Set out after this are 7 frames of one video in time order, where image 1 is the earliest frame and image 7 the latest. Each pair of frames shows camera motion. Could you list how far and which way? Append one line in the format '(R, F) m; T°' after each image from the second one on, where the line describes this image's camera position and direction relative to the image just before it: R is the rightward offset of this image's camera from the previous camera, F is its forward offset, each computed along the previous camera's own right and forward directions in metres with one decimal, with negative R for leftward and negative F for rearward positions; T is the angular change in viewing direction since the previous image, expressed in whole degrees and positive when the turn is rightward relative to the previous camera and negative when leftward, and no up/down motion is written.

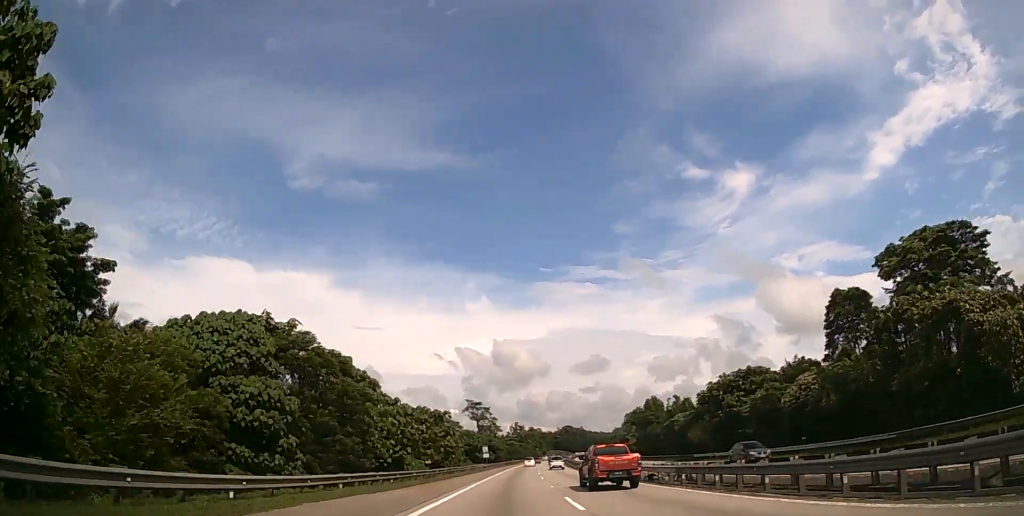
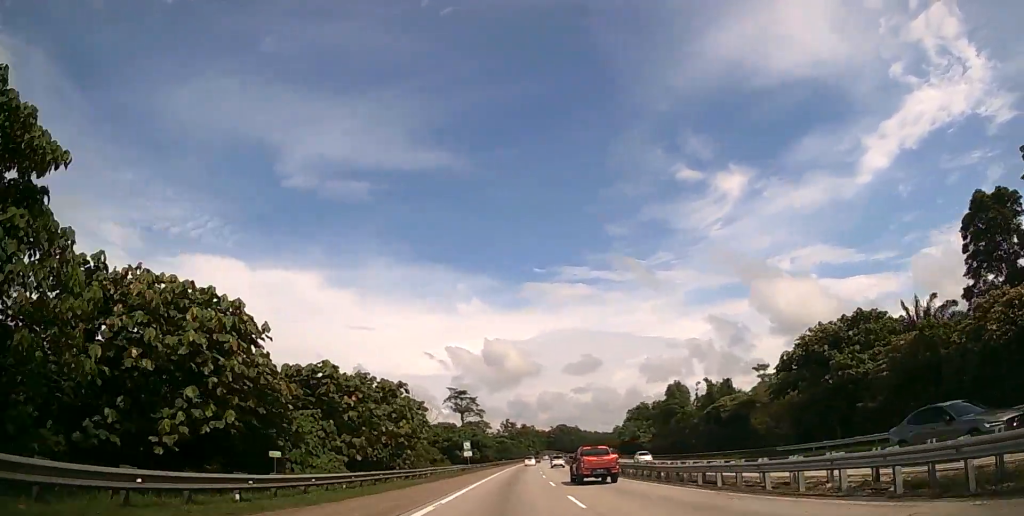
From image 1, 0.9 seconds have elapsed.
(+0.2, +24.0) m; +1°
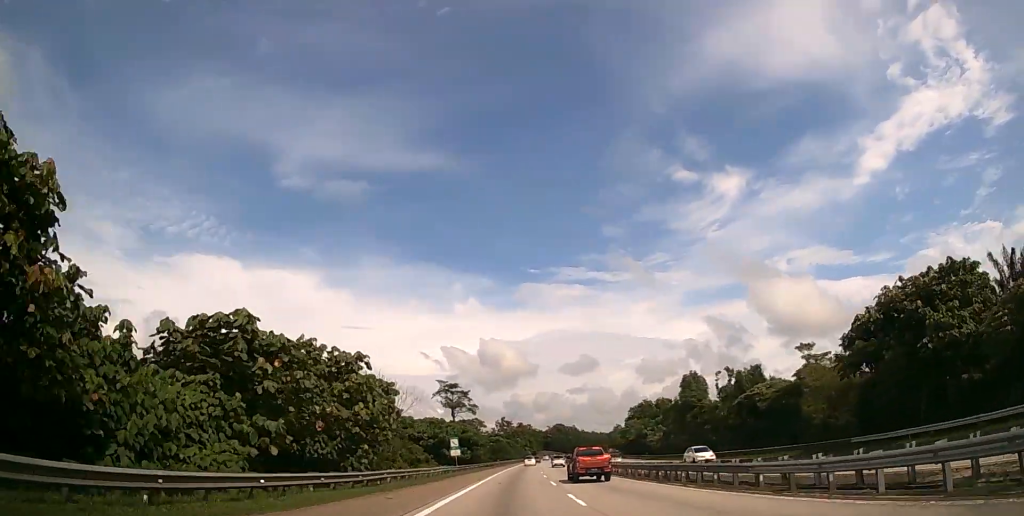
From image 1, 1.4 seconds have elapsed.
(0.0, +11.5) m; 0°
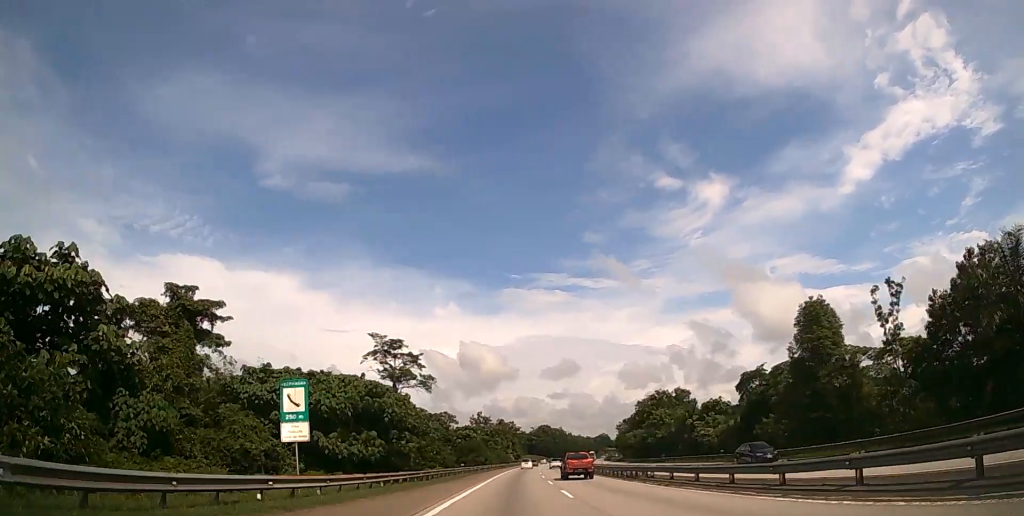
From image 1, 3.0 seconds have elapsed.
(+0.8, +43.8) m; +2°
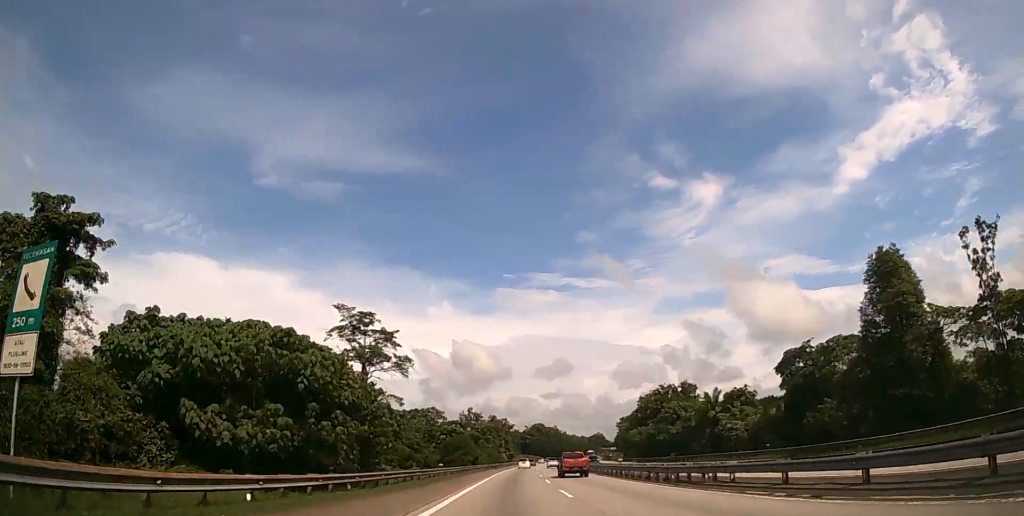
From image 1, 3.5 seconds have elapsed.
(0.0, +12.5) m; 0°
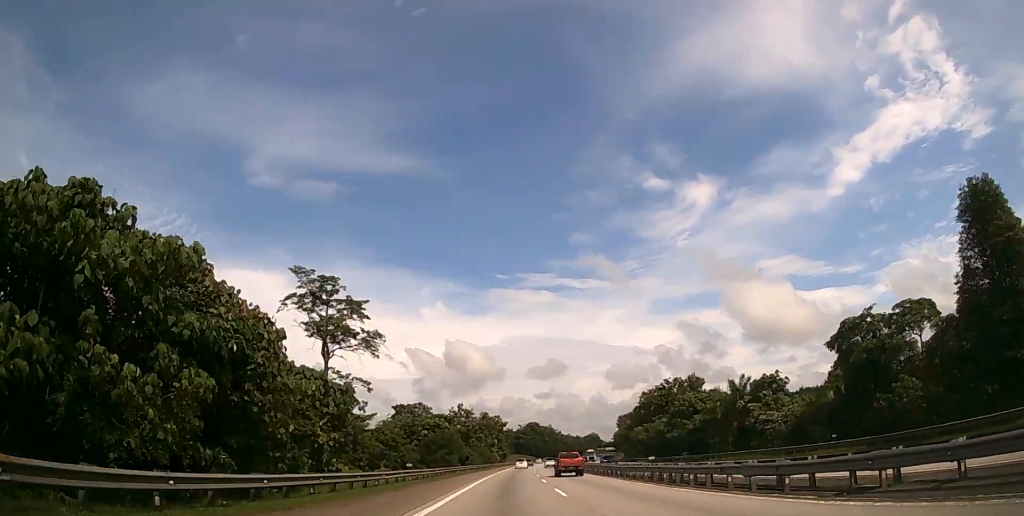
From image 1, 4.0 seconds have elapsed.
(+0.1, +11.4) m; 0°
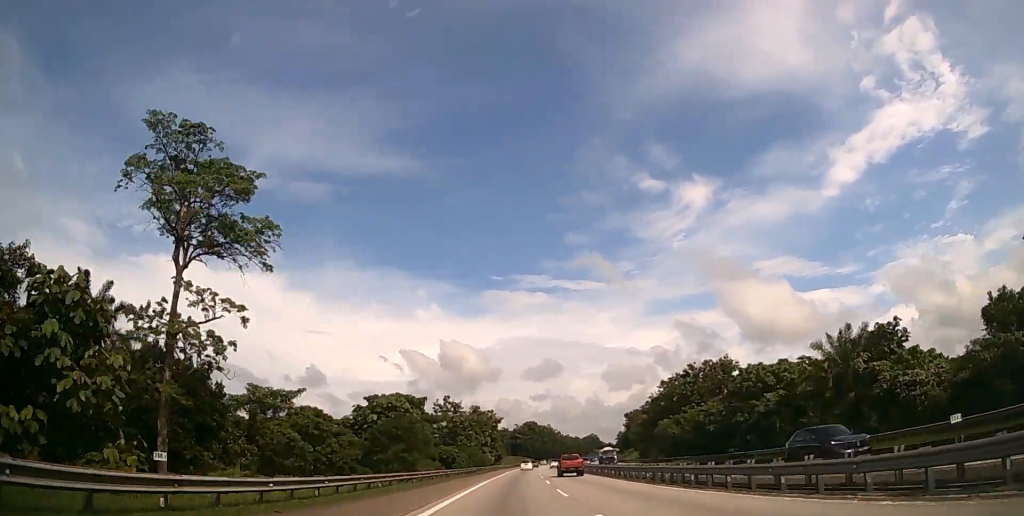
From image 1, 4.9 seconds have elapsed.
(+0.1, +23.6) m; +1°
